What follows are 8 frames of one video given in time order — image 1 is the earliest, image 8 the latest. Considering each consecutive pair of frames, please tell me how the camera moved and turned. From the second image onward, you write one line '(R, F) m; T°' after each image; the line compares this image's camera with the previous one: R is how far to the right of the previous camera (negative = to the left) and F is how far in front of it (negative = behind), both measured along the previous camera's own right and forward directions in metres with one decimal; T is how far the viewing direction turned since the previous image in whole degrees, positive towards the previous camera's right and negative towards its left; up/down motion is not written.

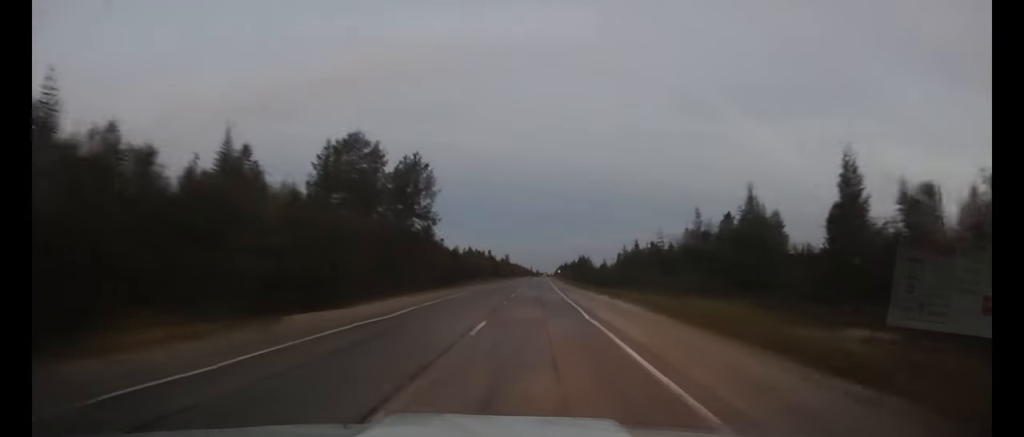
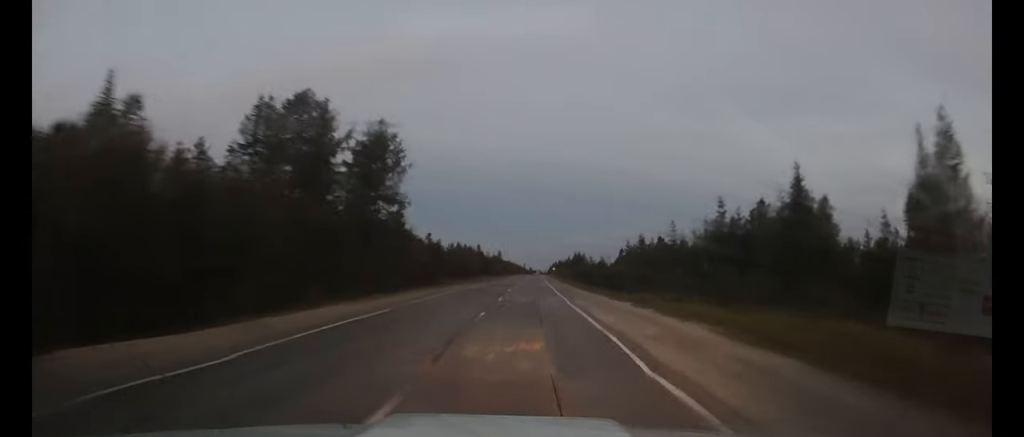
(0.0, +11.5) m; 0°
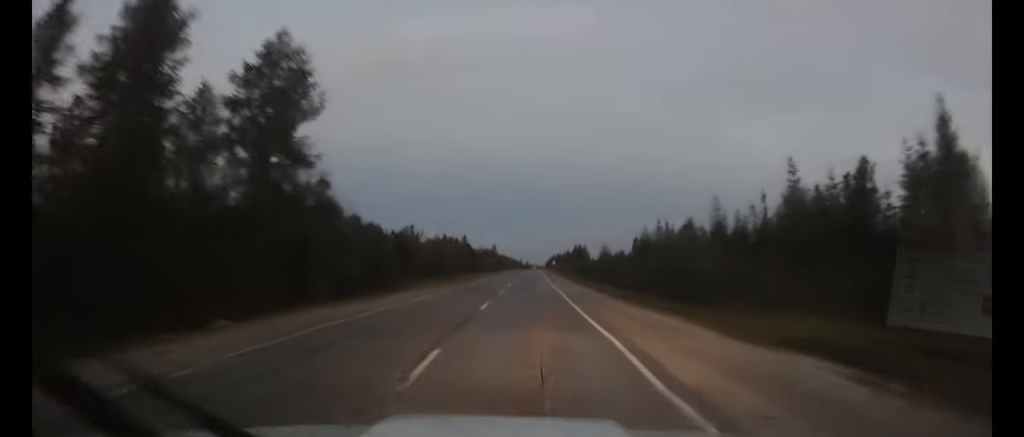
(0.0, +19.1) m; 0°
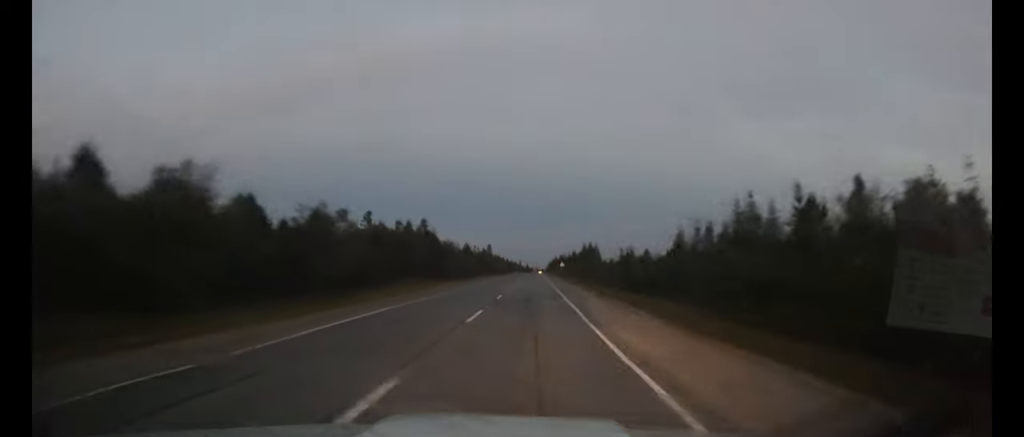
(+0.3, +40.2) m; +1°
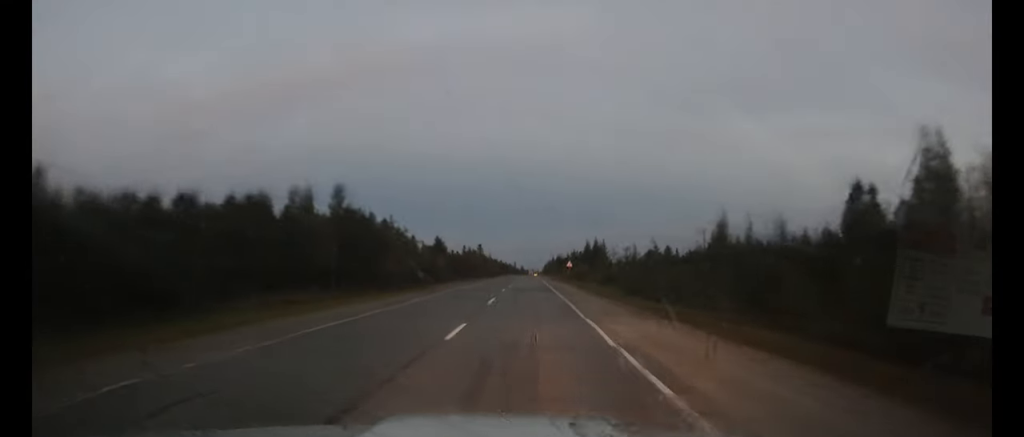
(0.0, +27.9) m; 0°
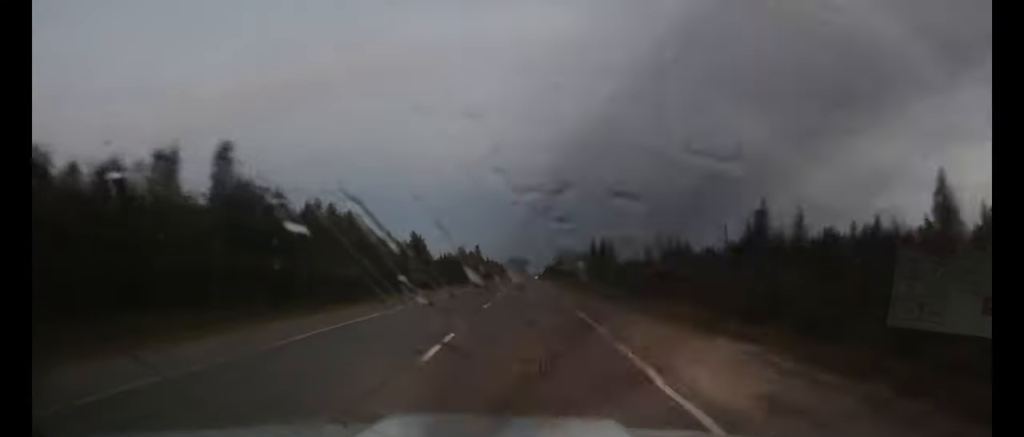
(0.0, +14.9) m; 0°
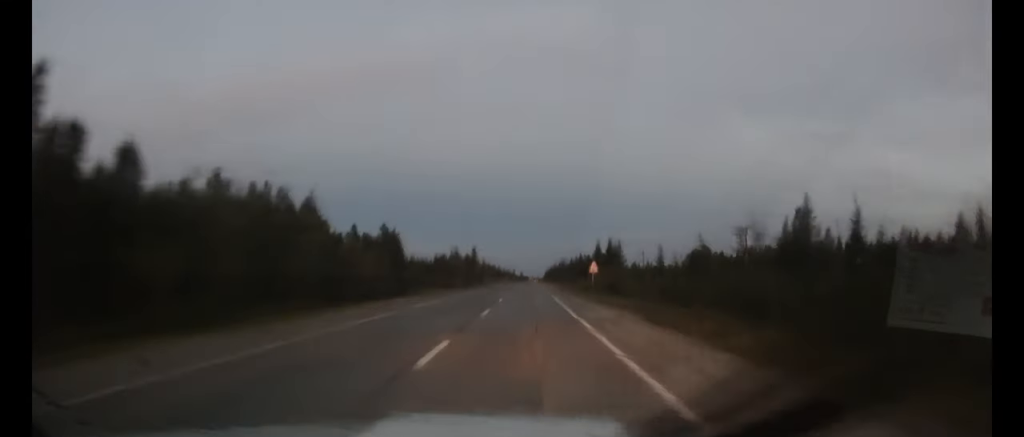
(0.0, +12.2) m; 0°
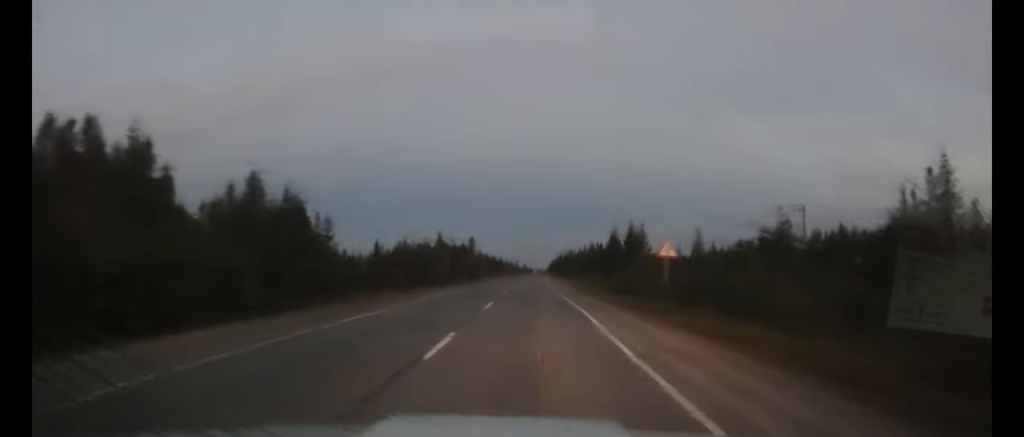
(0.0, +23.7) m; 0°
